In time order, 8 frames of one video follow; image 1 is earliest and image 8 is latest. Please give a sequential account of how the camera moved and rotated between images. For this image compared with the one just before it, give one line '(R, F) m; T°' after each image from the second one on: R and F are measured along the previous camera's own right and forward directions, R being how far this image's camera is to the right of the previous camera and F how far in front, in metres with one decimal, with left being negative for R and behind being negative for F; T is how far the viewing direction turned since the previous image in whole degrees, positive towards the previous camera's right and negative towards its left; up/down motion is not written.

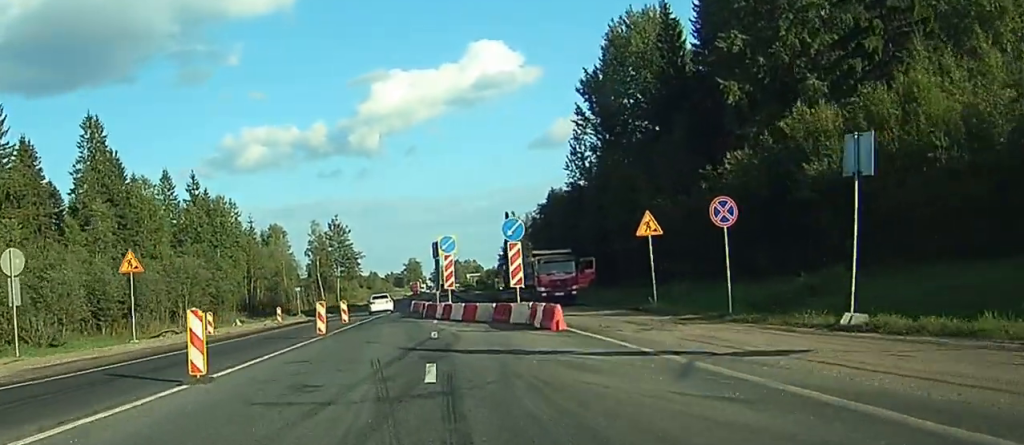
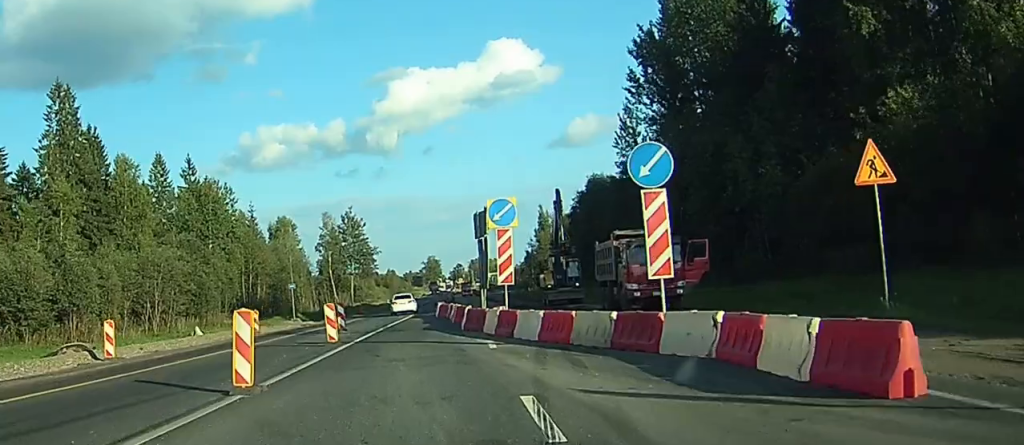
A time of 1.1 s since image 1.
(0.0, +17.6) m; -1°
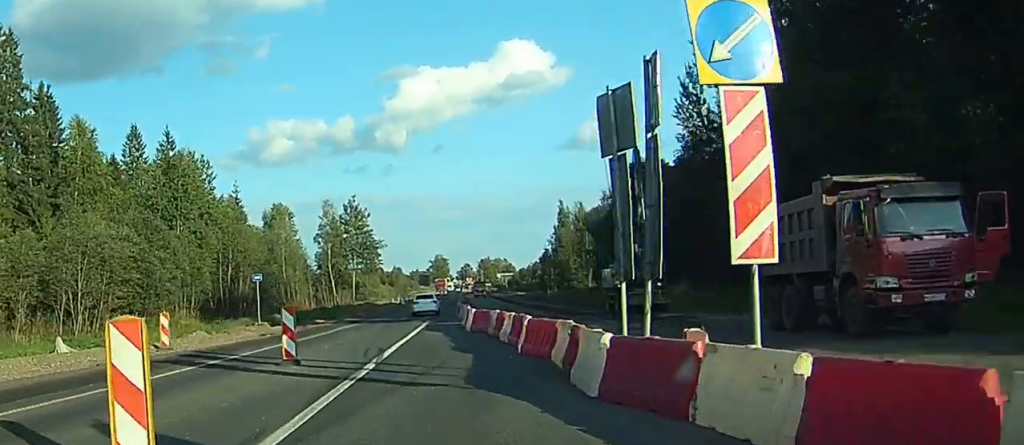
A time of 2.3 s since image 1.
(-0.4, +18.8) m; -2°
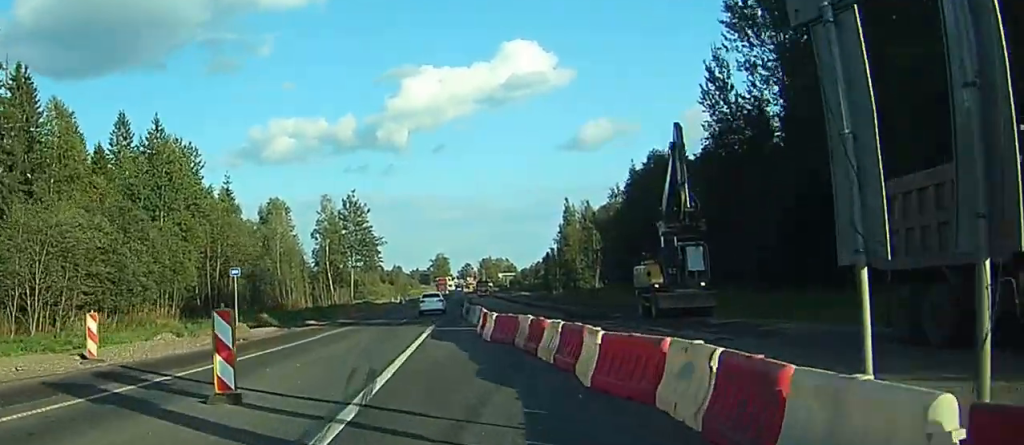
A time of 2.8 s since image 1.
(0.0, +6.4) m; 0°
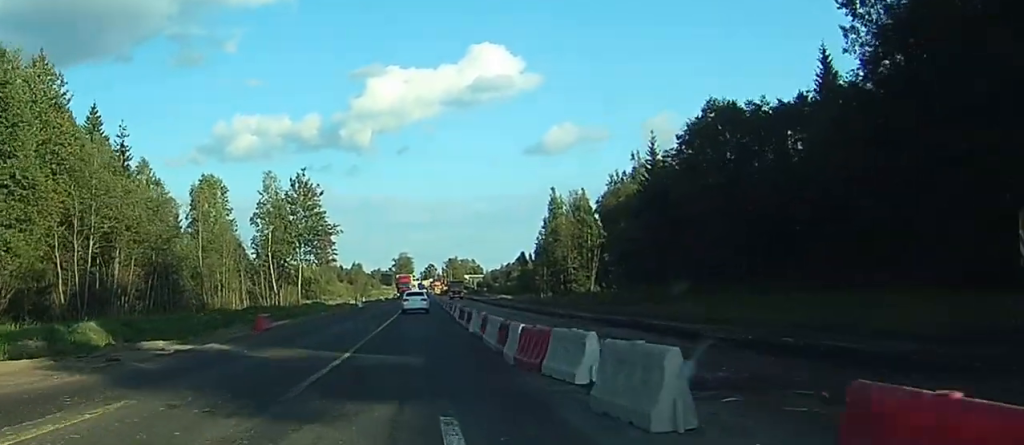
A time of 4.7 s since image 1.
(+0.4, +29.0) m; +2°
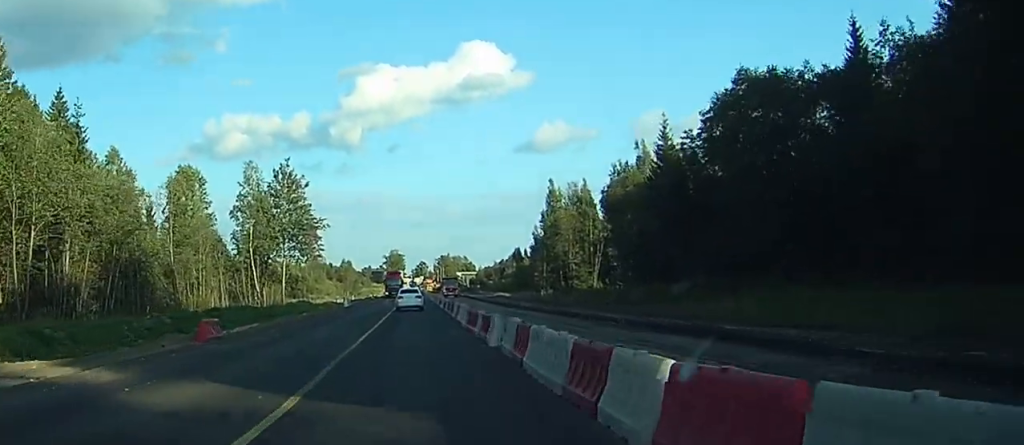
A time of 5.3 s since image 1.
(+0.1, +8.8) m; +1°
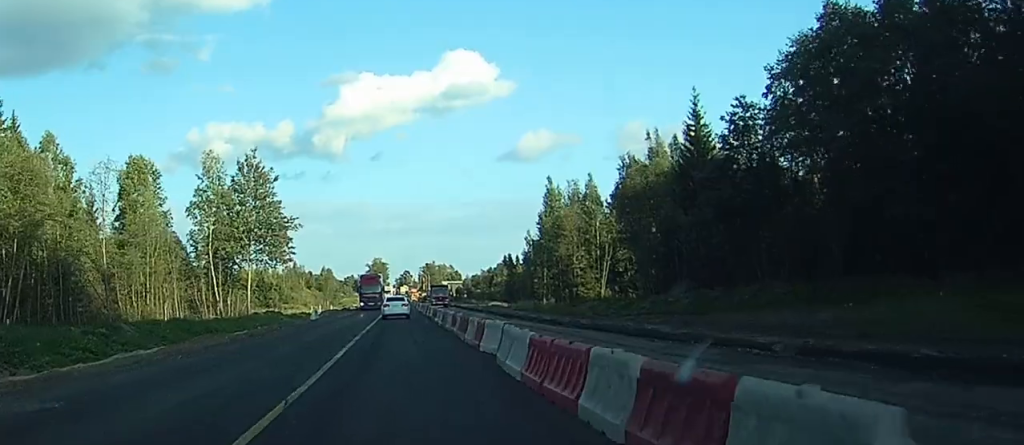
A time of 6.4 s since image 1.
(+0.1, +16.0) m; 0°
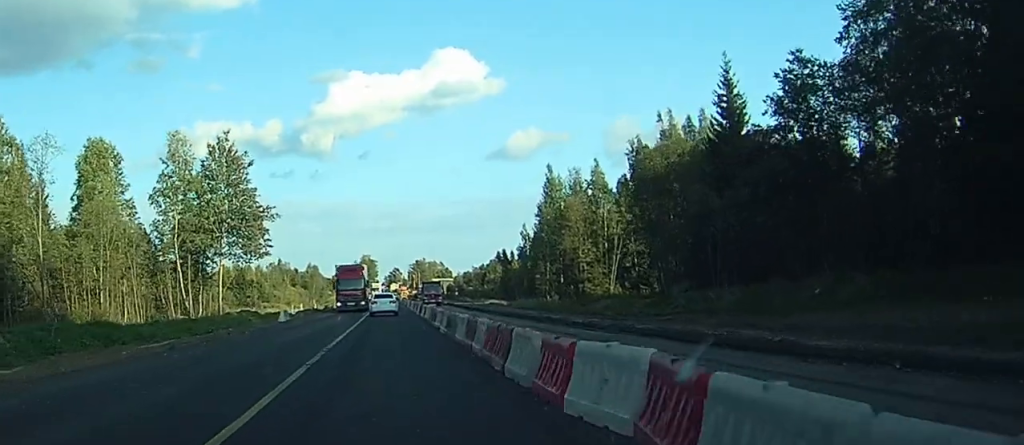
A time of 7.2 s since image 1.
(0.0, +11.1) m; +1°
